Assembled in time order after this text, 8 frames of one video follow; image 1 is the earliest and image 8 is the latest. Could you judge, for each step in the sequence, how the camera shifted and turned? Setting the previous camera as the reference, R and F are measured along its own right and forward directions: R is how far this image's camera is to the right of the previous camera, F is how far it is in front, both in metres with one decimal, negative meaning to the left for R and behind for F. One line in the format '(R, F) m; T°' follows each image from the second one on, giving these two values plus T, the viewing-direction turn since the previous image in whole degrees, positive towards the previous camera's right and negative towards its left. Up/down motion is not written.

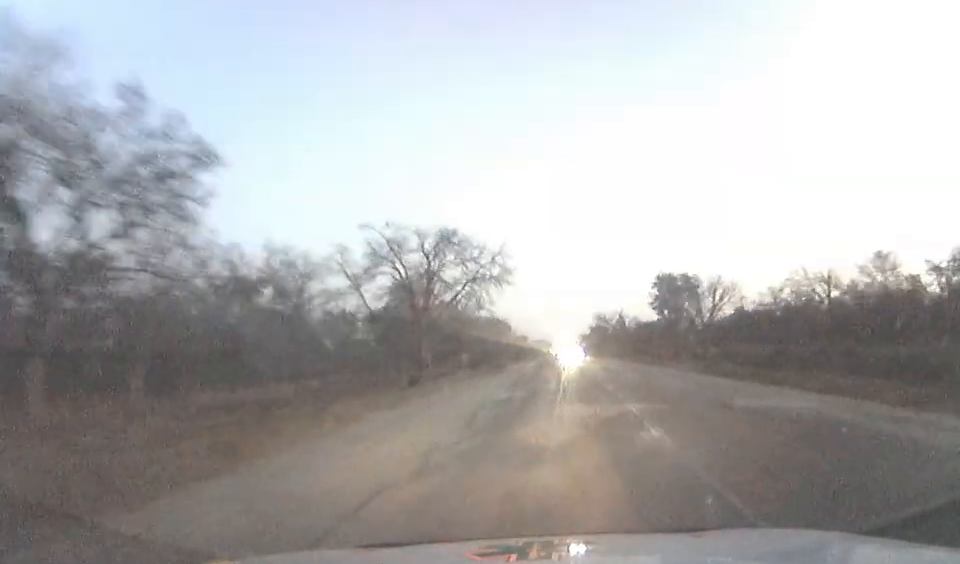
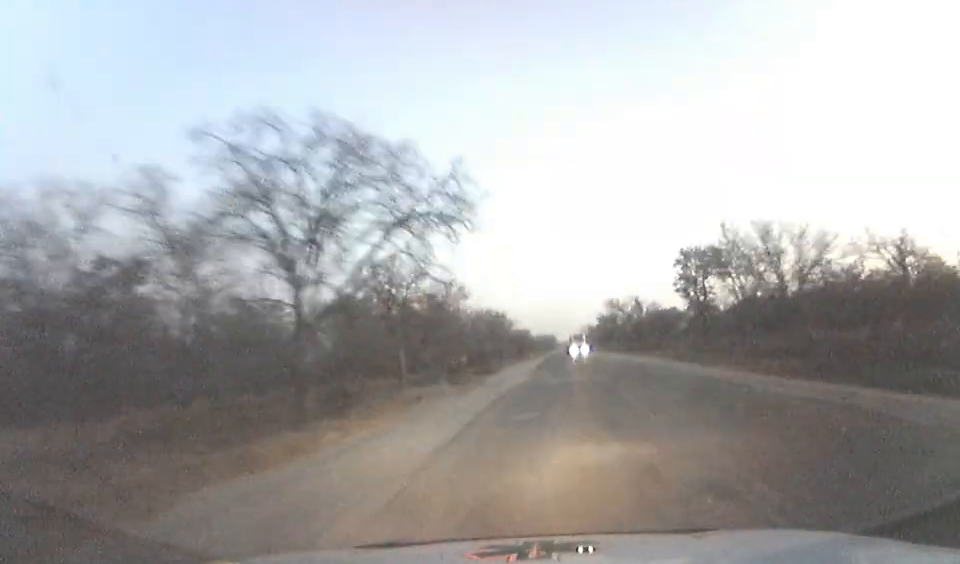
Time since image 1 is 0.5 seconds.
(0.0, +16.8) m; 0°
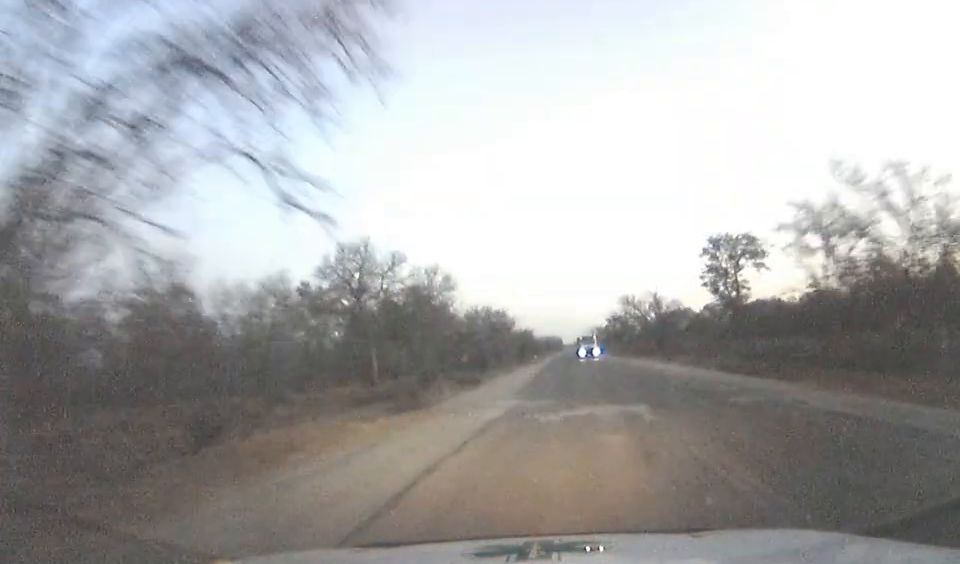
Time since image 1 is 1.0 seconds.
(0.0, +14.5) m; 0°
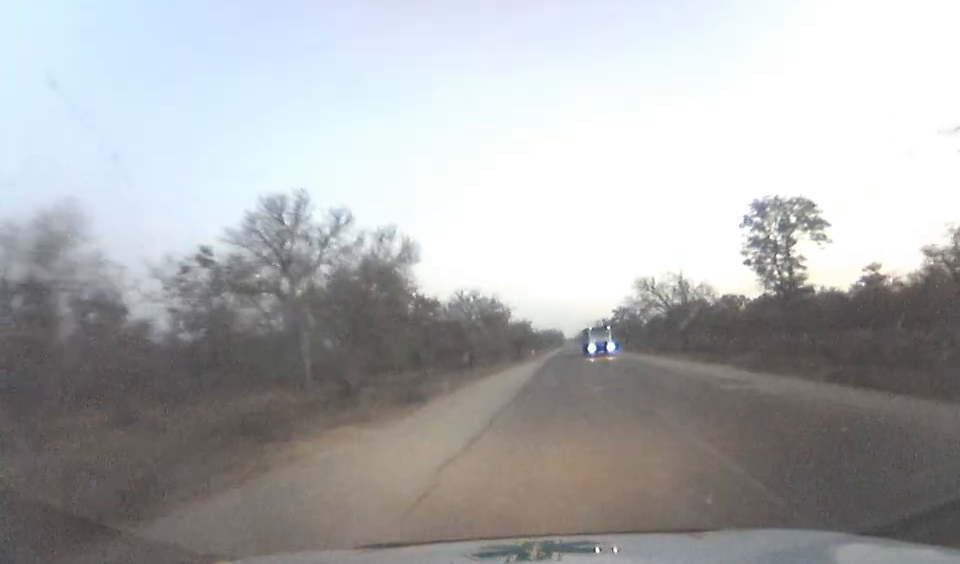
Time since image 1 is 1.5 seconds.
(0.0, +15.4) m; 0°
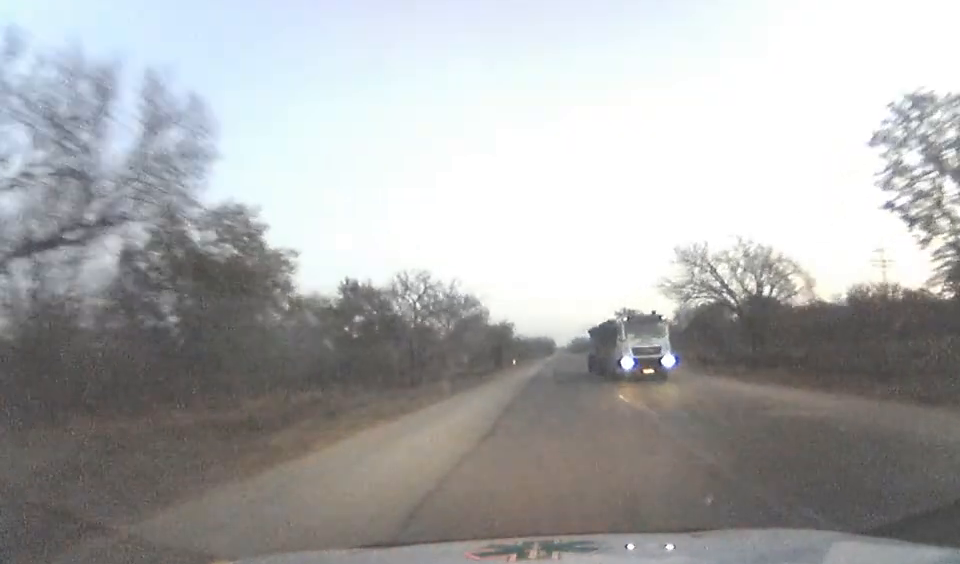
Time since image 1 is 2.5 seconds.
(0.0, +25.9) m; 0°
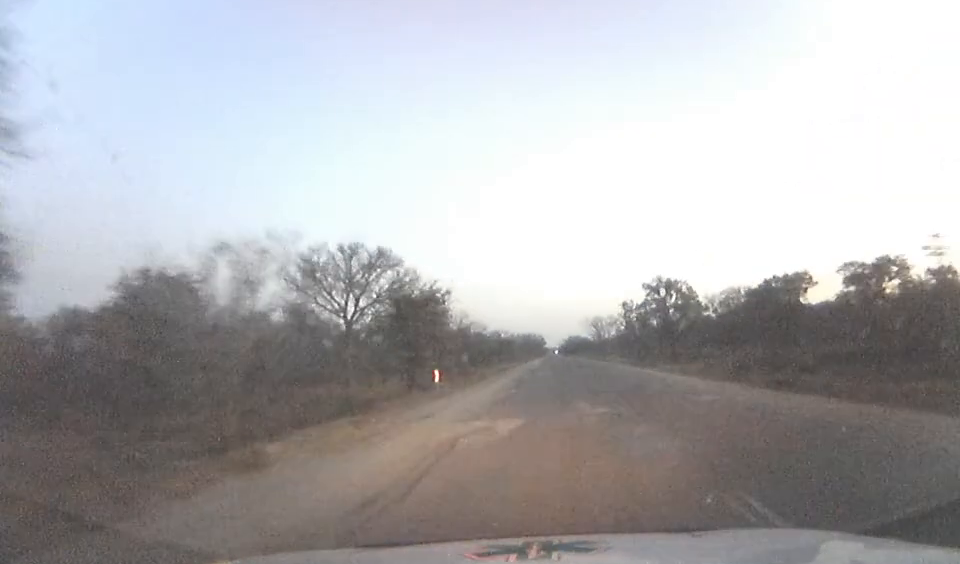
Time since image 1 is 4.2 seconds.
(+0.3, +46.3) m; +1°
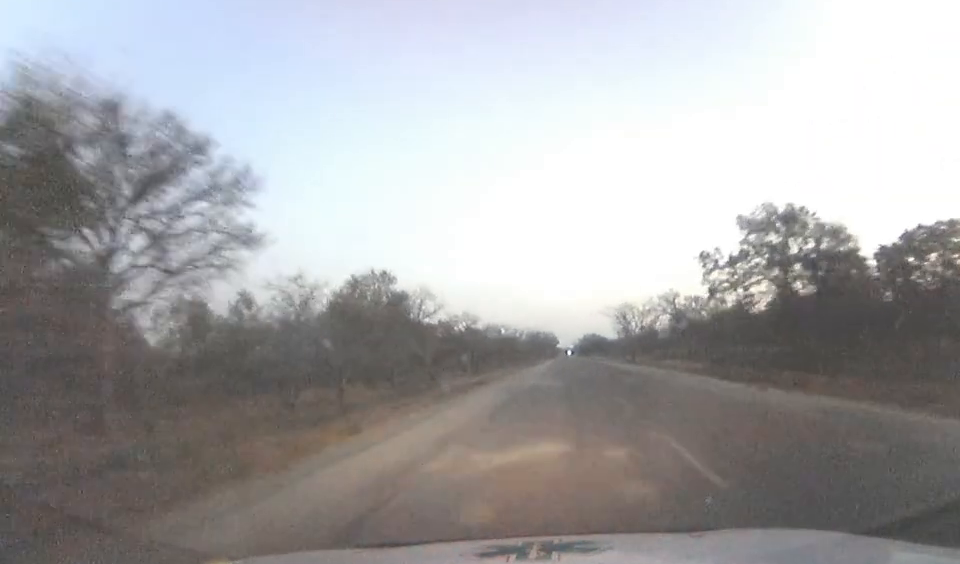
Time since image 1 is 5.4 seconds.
(-0.1, +31.8) m; 0°
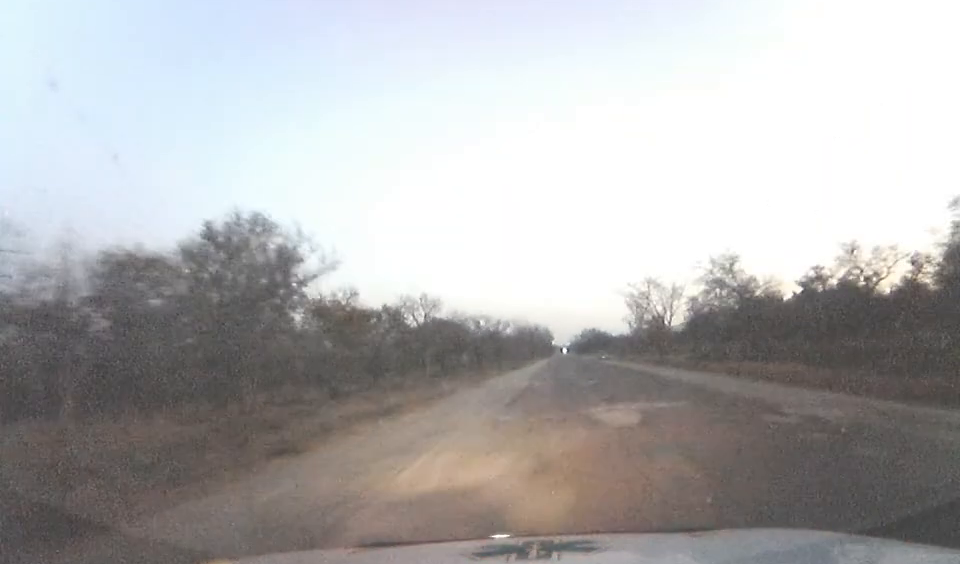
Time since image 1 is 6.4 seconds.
(-0.1, +25.9) m; 0°
